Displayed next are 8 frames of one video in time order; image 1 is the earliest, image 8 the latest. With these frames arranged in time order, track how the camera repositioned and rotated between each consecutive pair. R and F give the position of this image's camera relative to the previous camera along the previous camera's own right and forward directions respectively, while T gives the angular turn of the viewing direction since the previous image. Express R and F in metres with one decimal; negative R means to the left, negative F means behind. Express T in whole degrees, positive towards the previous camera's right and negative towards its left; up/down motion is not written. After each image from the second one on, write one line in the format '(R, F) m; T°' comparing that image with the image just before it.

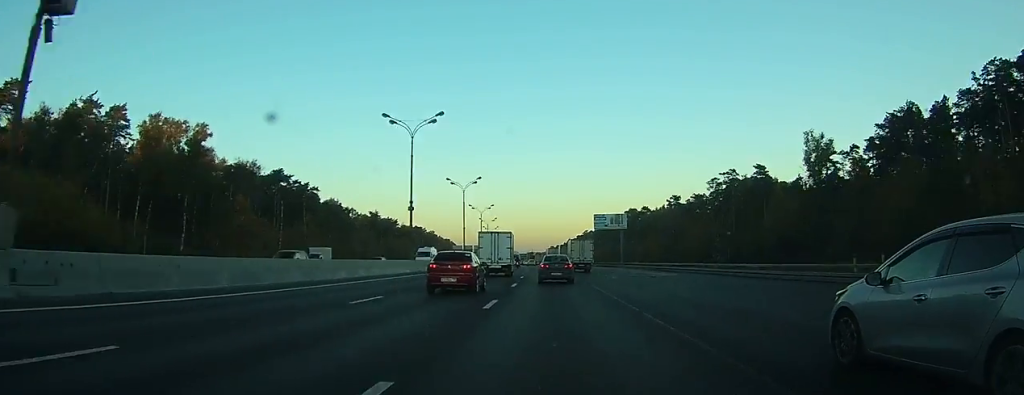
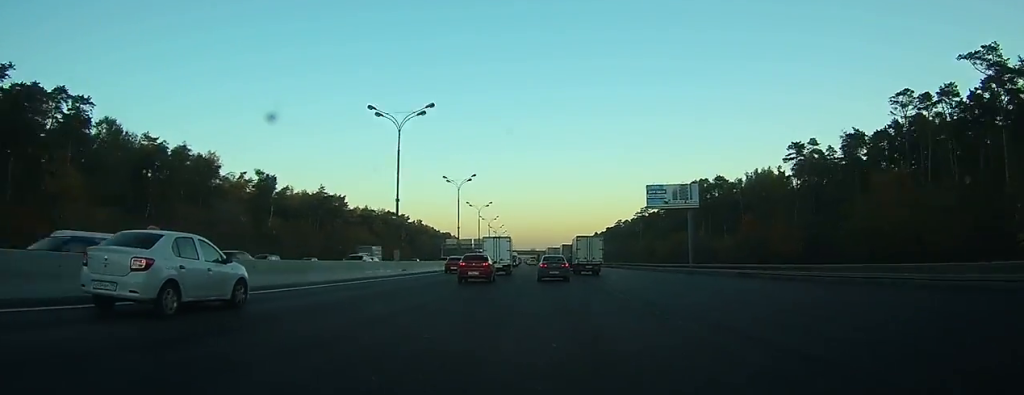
(-1.5, +88.5) m; -2°
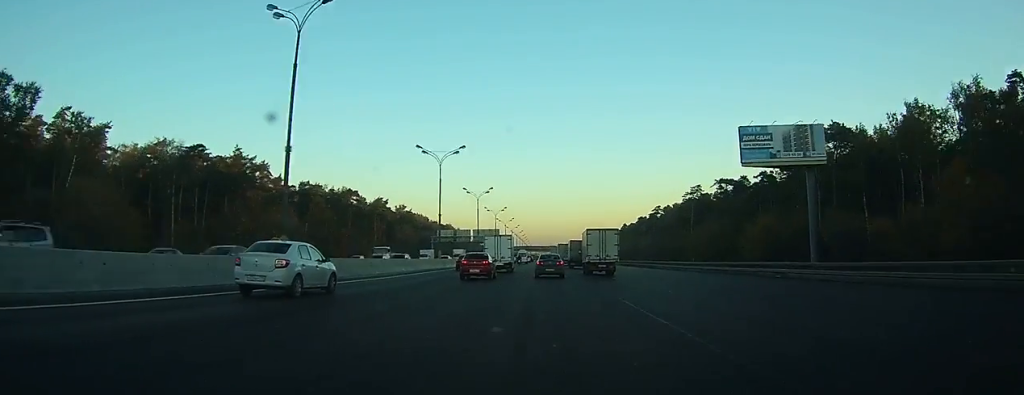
(-0.7, +58.8) m; -1°
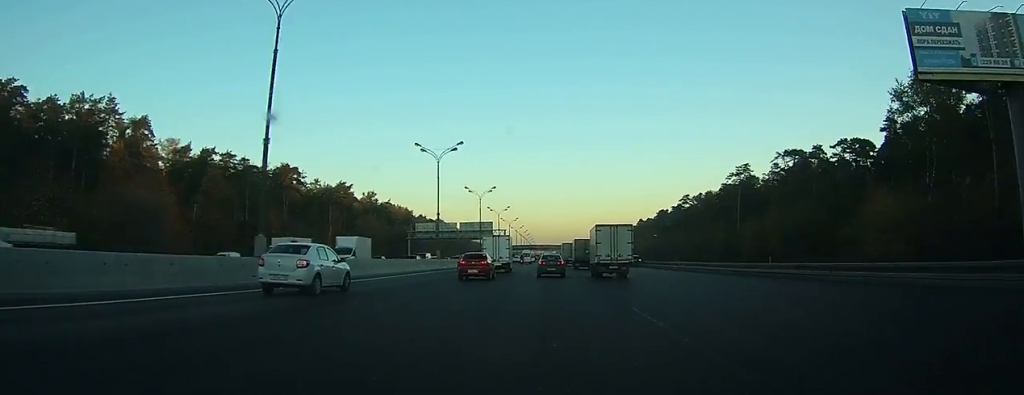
(-0.4, +37.0) m; -1°
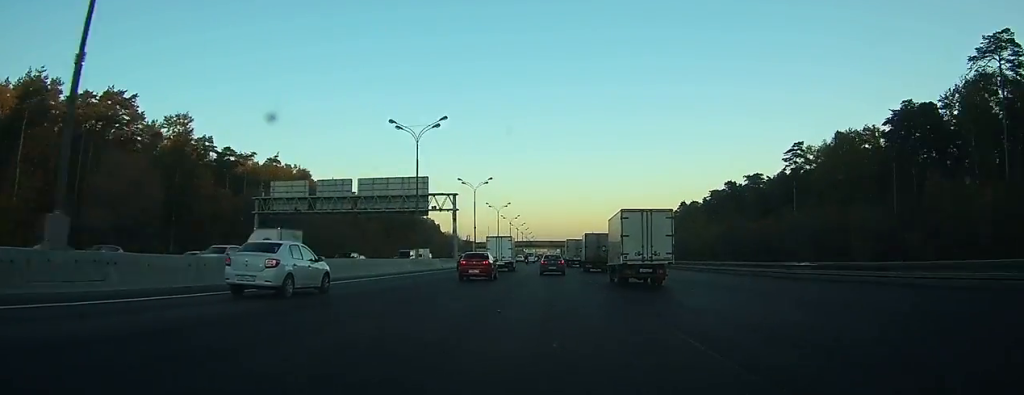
(-0.1, +78.1) m; 0°
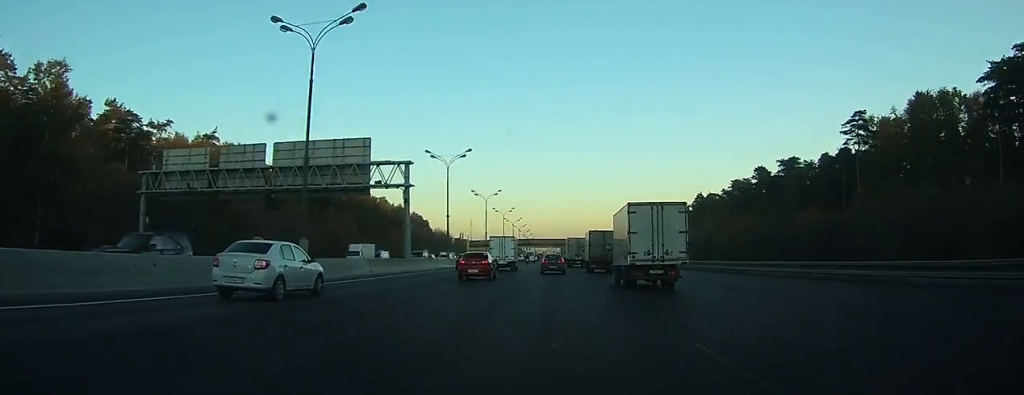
(0.0, +22.0) m; 0°
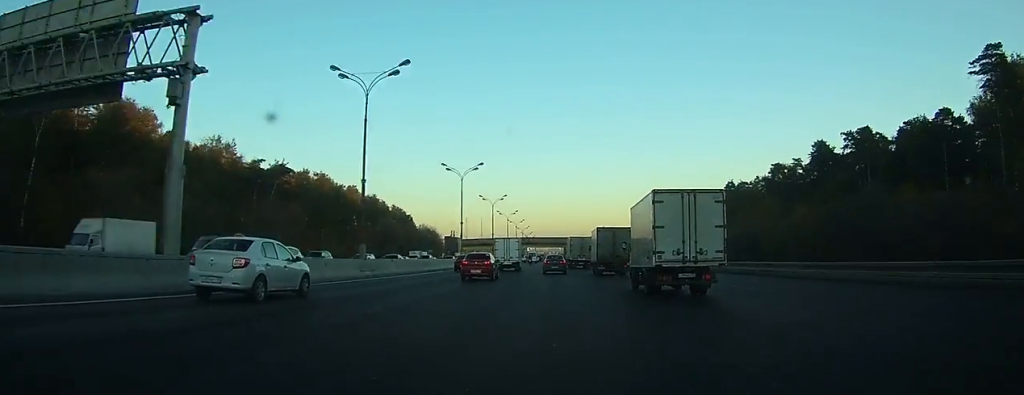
(+0.1, +30.2) m; 0°
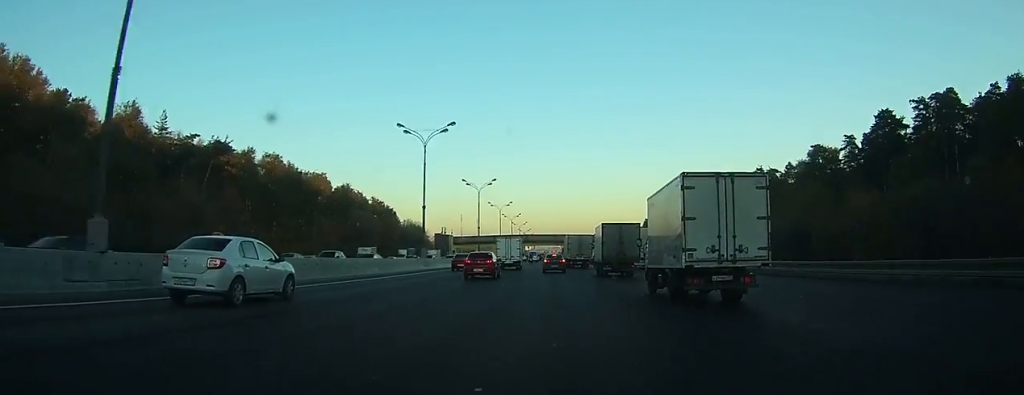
(0.0, +22.0) m; 0°
